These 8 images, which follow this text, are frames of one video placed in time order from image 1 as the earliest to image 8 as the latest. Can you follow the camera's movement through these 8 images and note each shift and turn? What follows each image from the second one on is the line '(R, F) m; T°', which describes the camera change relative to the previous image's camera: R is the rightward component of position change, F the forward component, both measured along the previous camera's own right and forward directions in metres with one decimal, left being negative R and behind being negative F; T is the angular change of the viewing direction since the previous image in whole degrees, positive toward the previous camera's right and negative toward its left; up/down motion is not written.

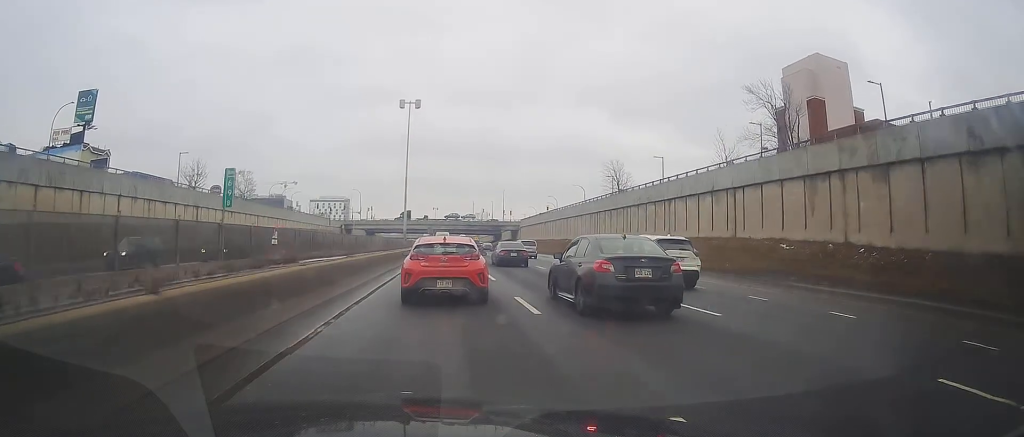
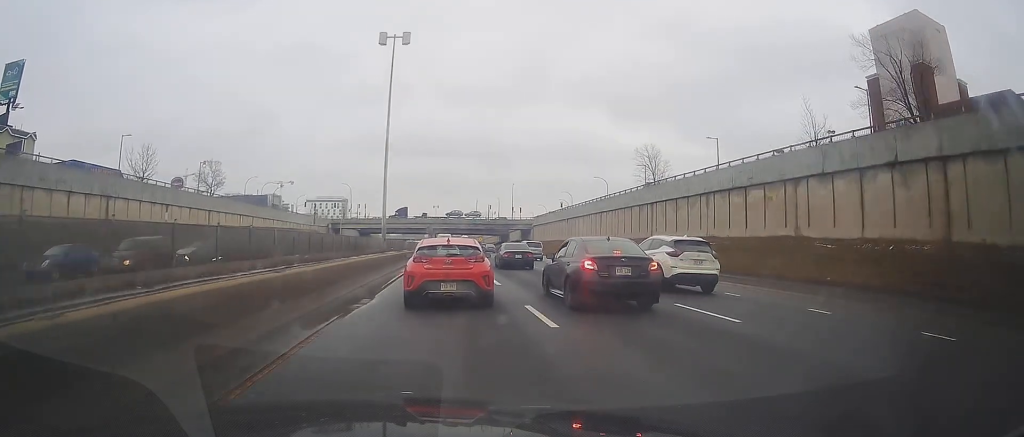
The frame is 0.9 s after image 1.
(0.0, +19.1) m; 0°
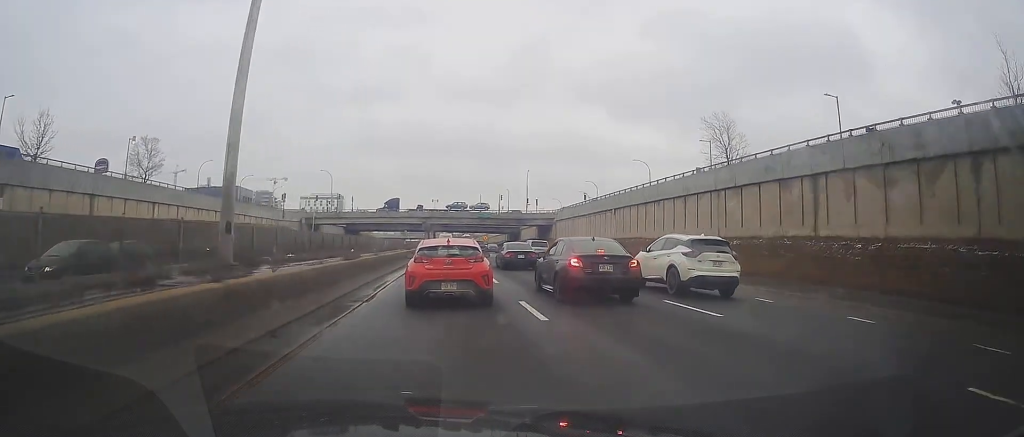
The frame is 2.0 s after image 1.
(+0.1, +25.8) m; 0°
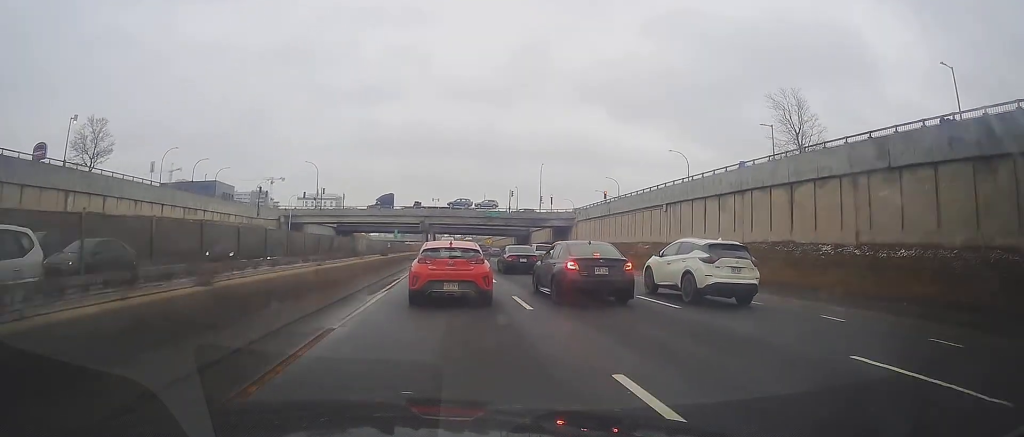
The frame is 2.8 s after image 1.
(+0.1, +16.1) m; 0°
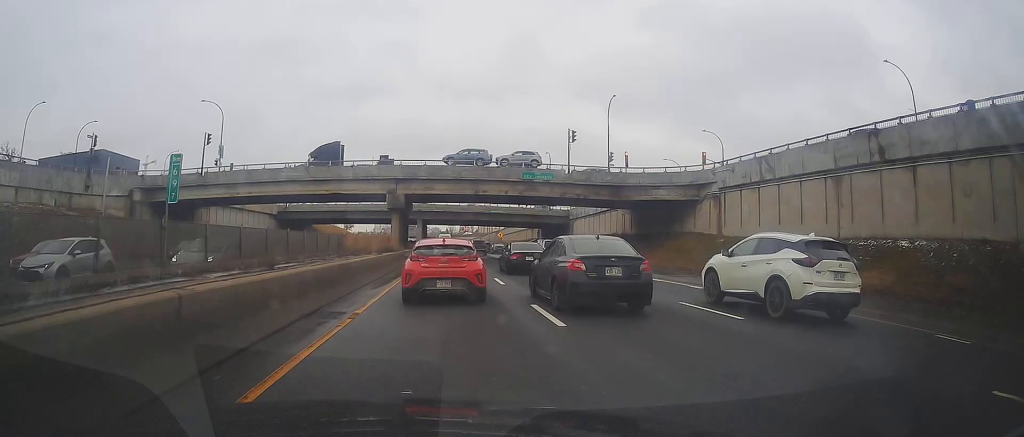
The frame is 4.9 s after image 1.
(+0.4, +46.1) m; +1°
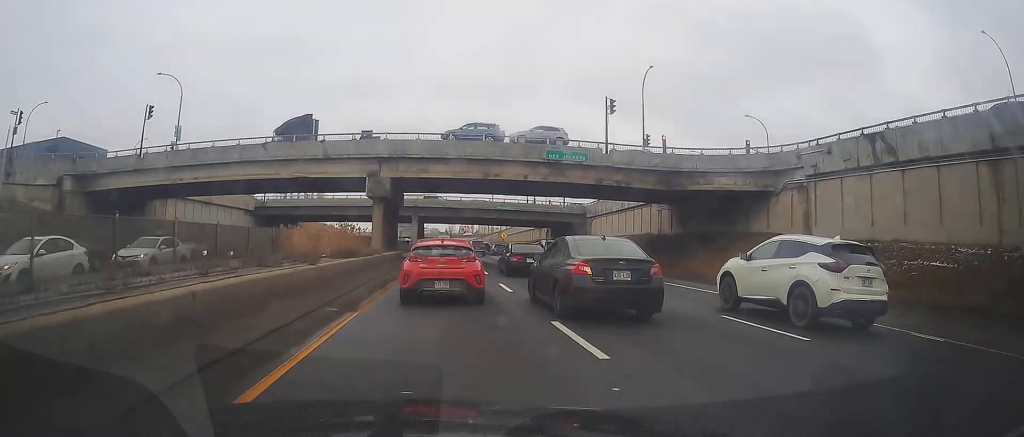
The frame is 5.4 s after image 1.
(-0.2, +10.9) m; 0°
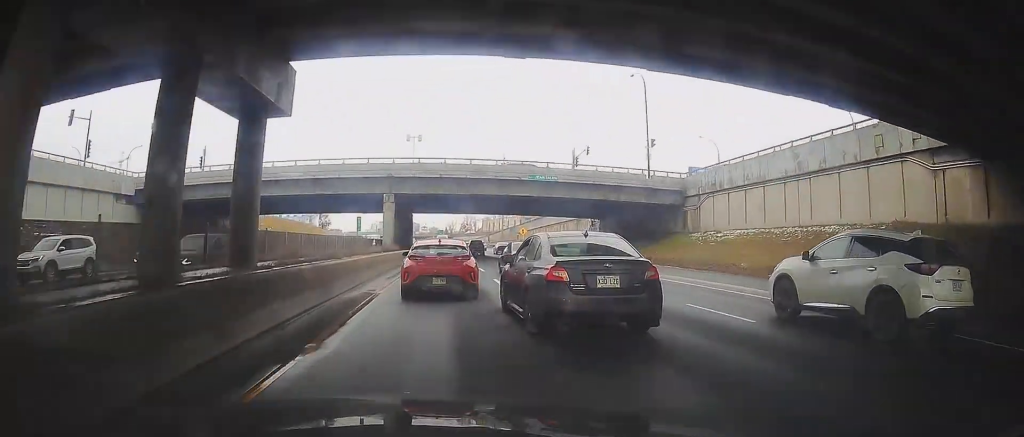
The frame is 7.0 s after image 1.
(+0.1, +34.3) m; -1°
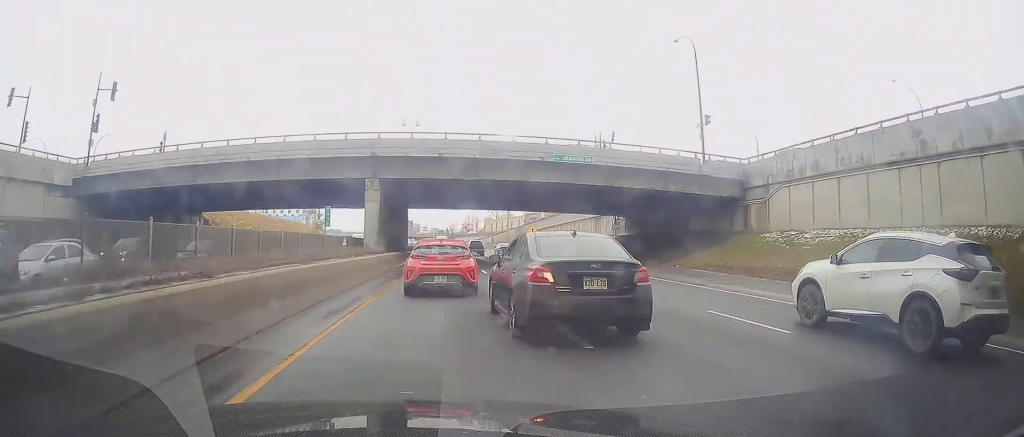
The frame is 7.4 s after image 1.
(-0.4, +10.3) m; 0°
